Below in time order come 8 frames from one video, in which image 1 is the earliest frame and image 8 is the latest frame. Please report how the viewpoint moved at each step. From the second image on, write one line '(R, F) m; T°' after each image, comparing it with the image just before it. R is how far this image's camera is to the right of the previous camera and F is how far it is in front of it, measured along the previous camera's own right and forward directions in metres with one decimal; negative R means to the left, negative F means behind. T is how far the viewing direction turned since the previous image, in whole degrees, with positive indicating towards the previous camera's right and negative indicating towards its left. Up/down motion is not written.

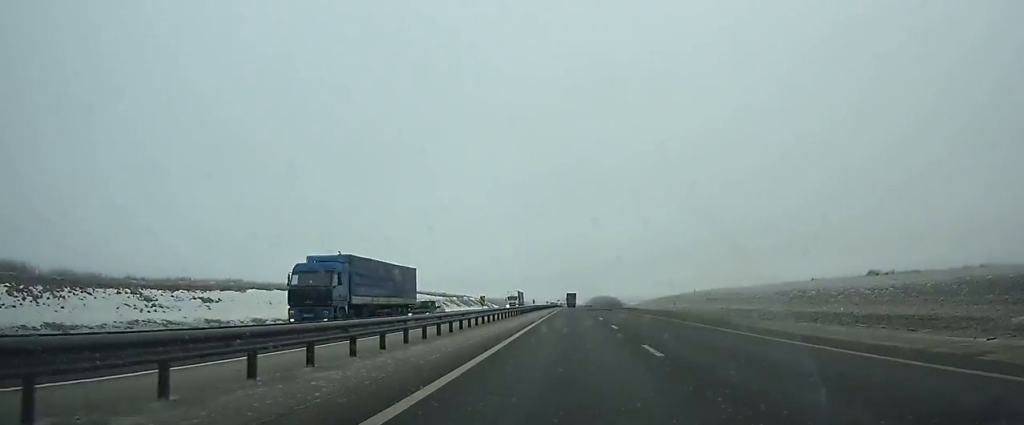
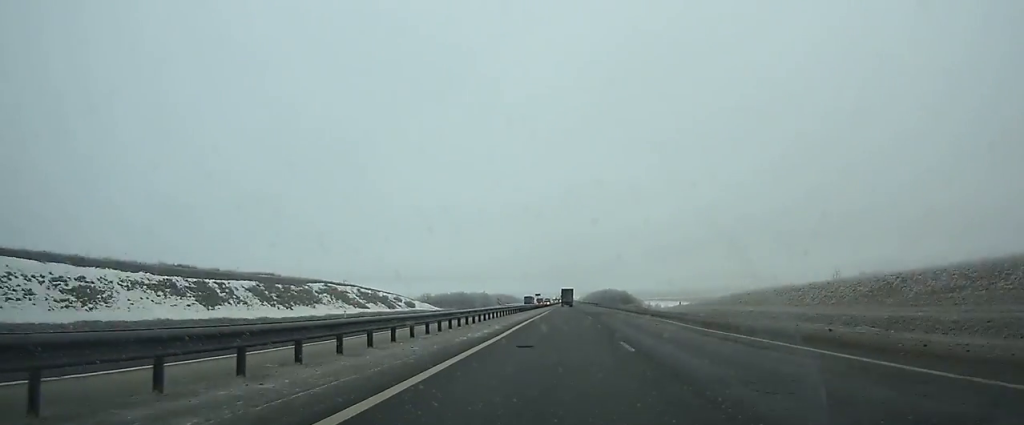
(-0.1, +104.8) m; 0°
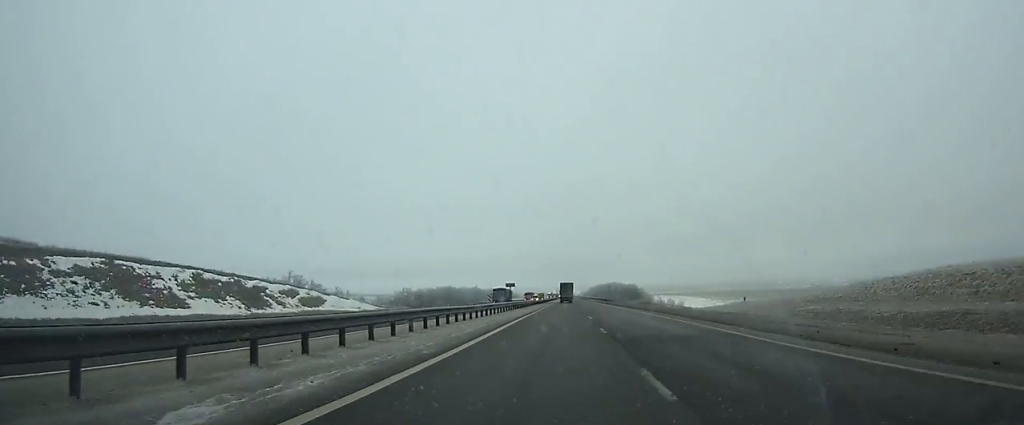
(-0.2, +41.5) m; 0°
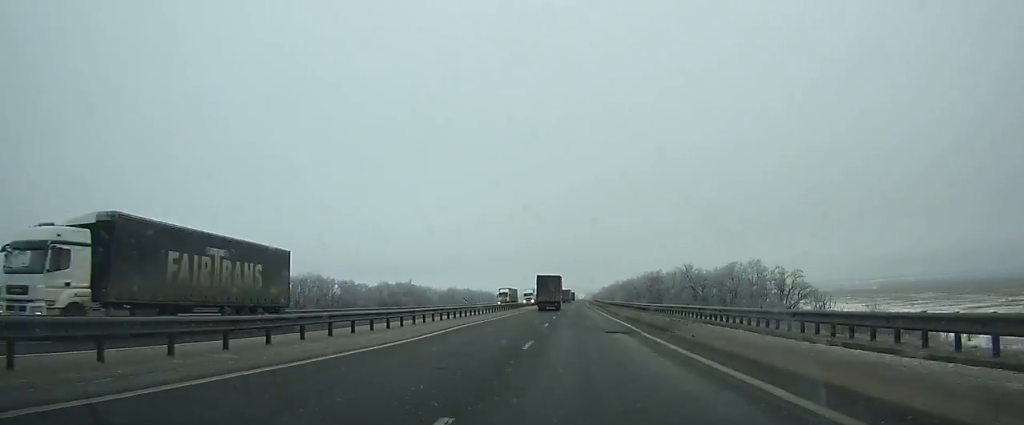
(+0.4, +177.6) m; 0°
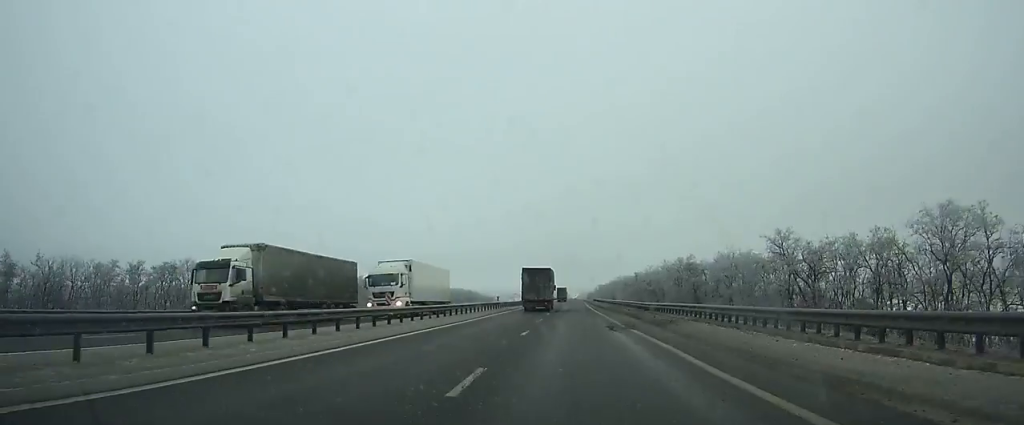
(-0.3, +51.7) m; 0°
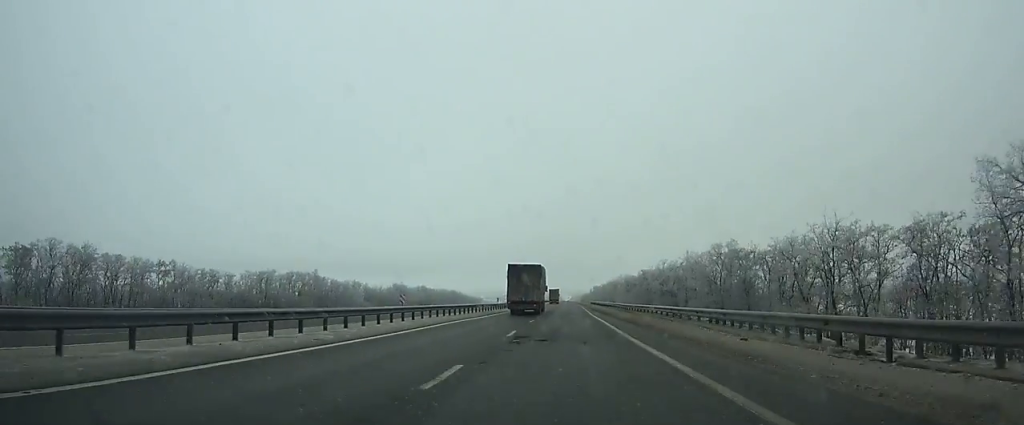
(+0.3, +34.9) m; 0°
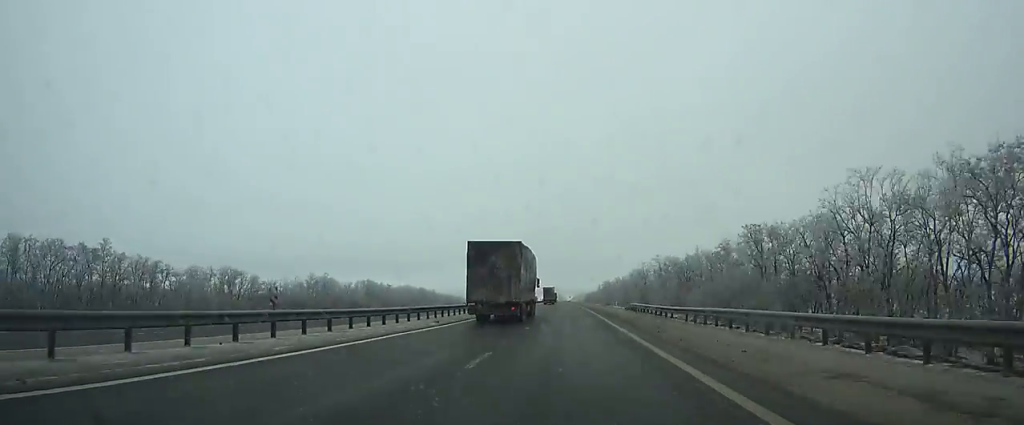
(+0.4, +93.0) m; 0°
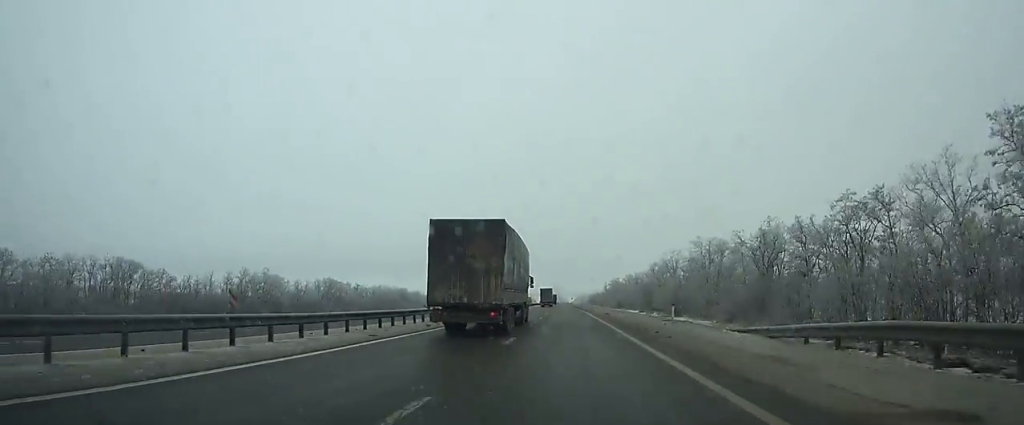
(0.0, +41.7) m; 0°
